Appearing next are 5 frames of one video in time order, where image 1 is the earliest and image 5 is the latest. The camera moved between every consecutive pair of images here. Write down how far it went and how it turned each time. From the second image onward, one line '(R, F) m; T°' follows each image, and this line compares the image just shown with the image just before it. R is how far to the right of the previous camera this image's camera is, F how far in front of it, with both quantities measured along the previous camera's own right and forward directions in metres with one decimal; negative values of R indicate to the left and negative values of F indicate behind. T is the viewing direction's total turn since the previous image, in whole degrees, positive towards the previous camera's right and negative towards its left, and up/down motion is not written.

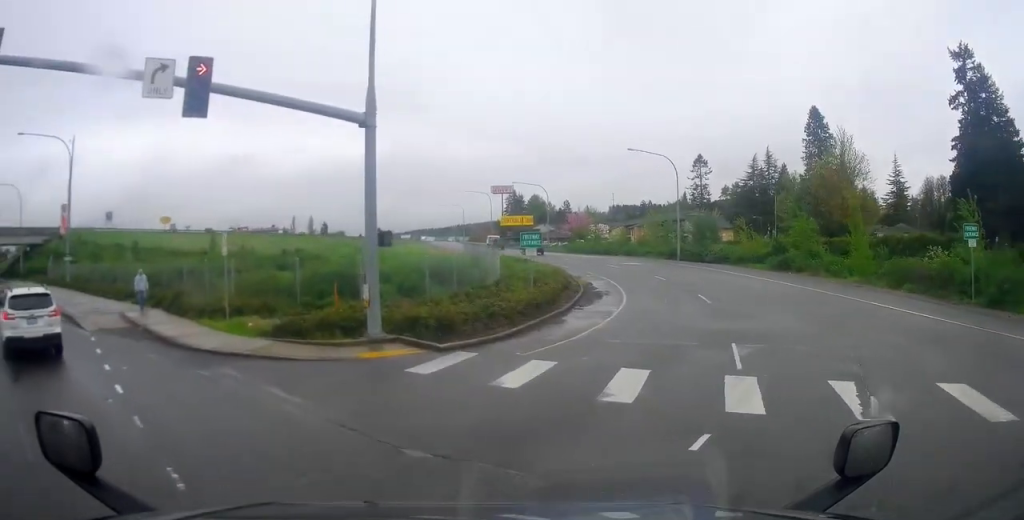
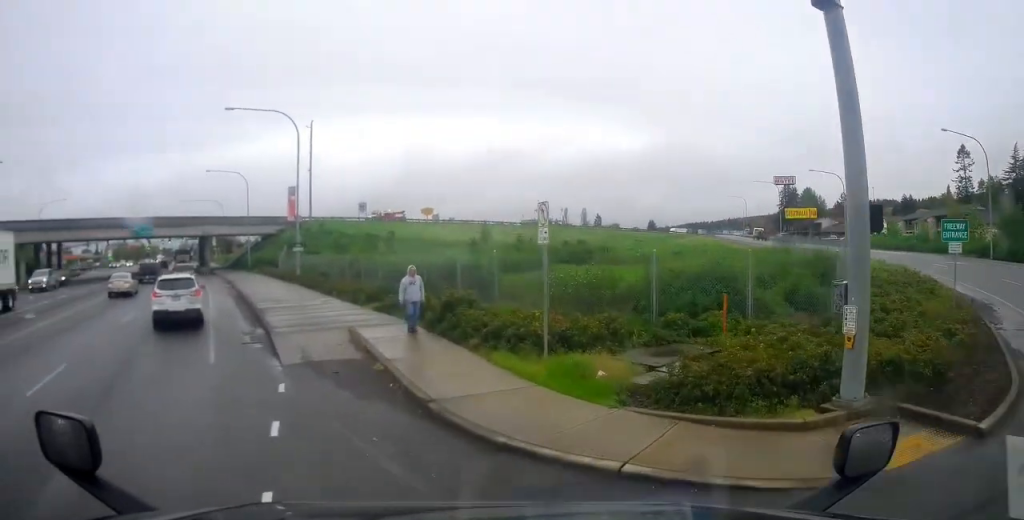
(-1.5, +7.9) m; -26°
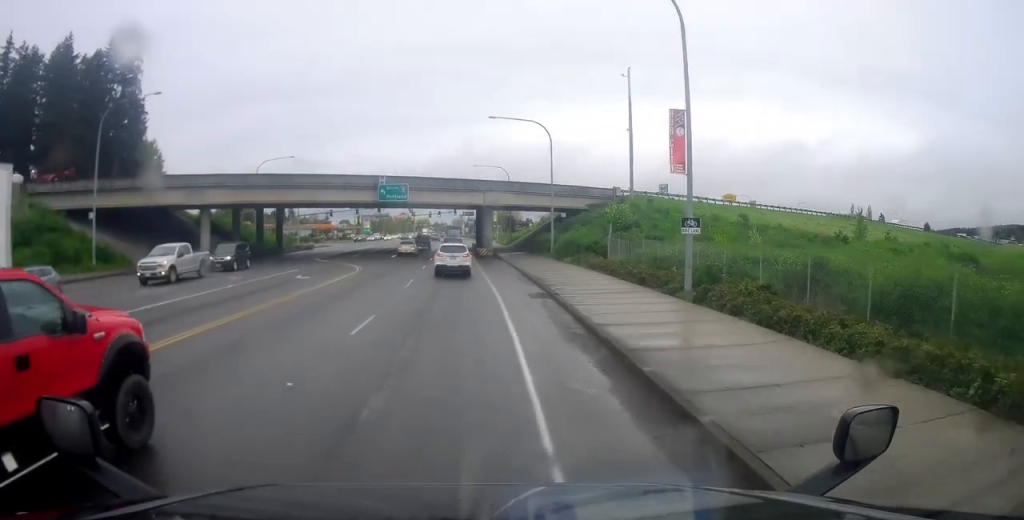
(-7.1, +18.0) m; -28°
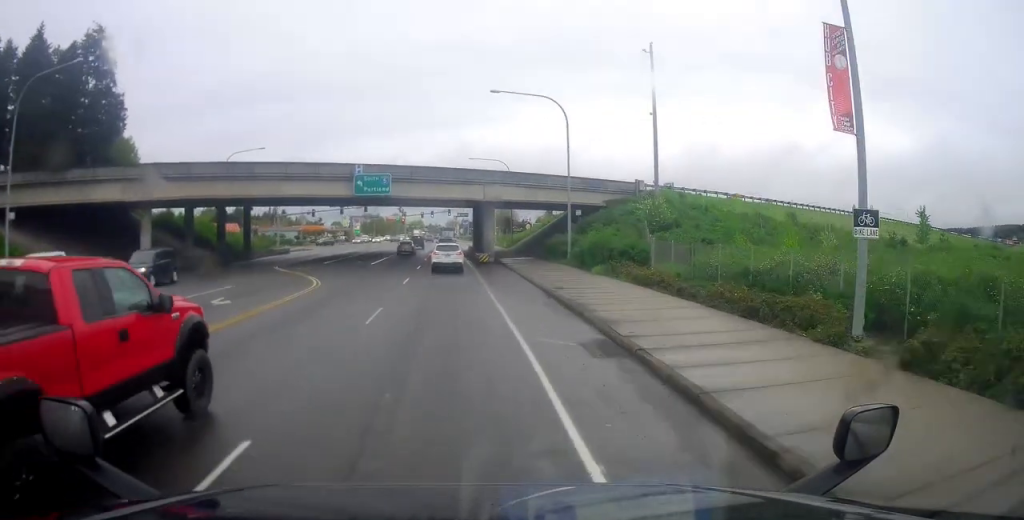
(-0.2, +10.1) m; 0°
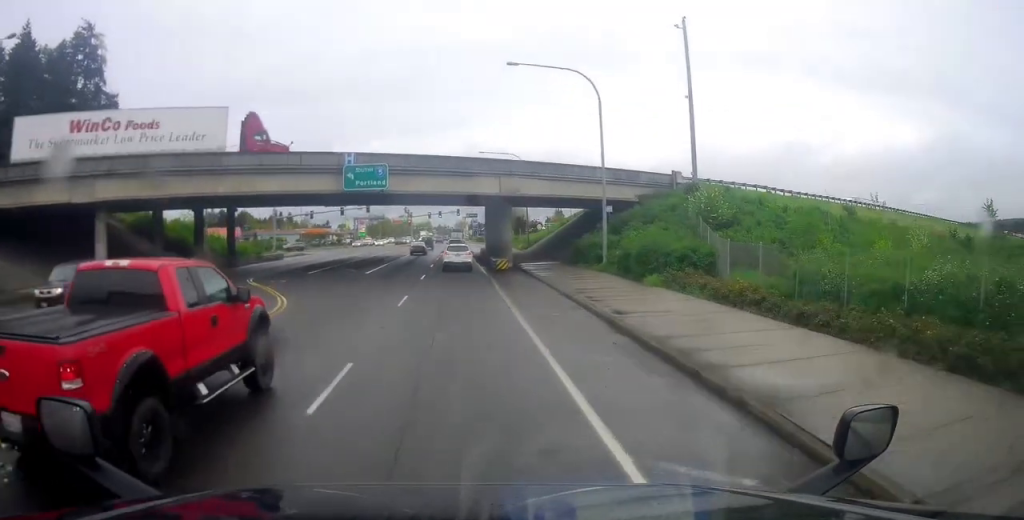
(+0.2, +6.1) m; +2°
